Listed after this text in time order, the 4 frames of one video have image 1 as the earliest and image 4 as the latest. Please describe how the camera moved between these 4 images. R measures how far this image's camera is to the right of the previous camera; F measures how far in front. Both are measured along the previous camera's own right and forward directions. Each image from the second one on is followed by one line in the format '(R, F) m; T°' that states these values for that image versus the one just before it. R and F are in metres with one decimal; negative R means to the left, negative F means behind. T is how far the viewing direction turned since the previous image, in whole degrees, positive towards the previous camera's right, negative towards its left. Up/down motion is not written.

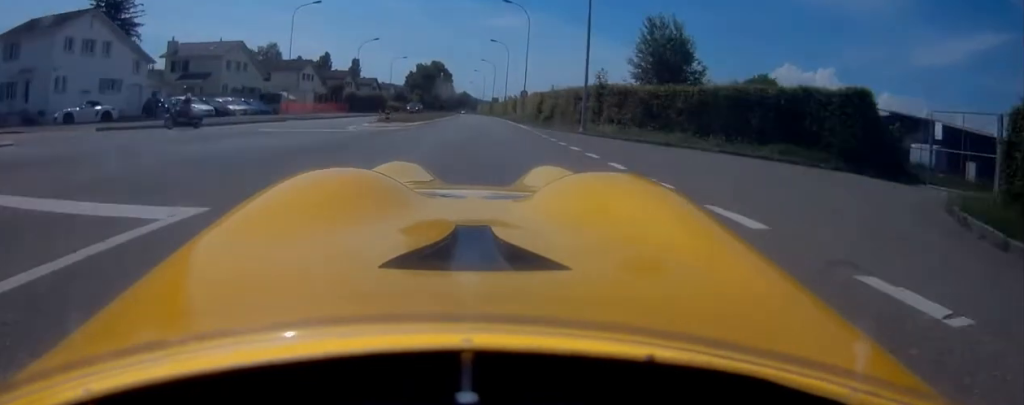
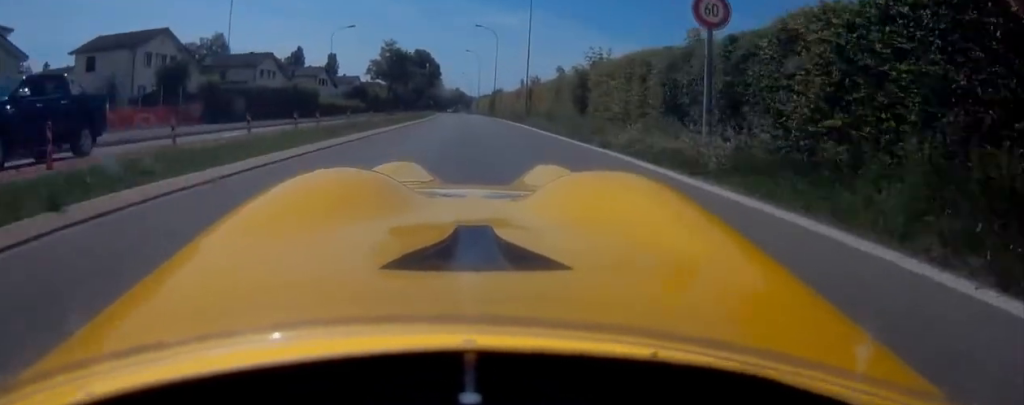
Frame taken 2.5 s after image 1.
(-0.2, +41.0) m; -2°
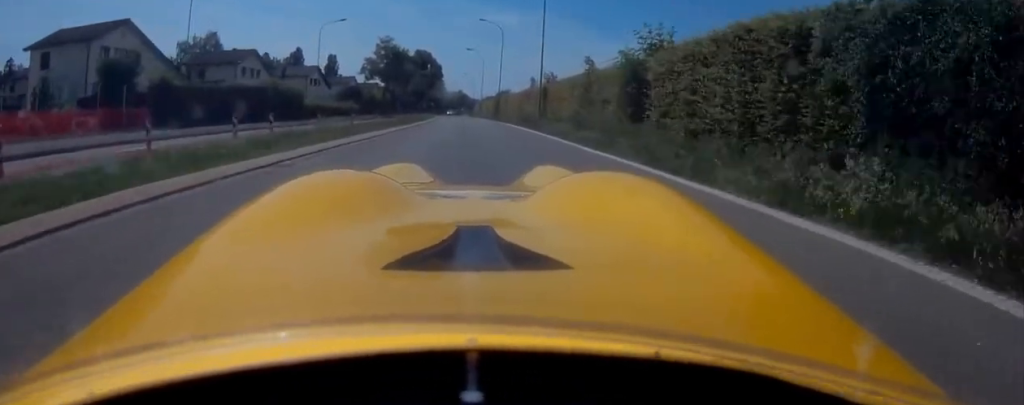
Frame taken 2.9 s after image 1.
(0.0, +6.6) m; 0°
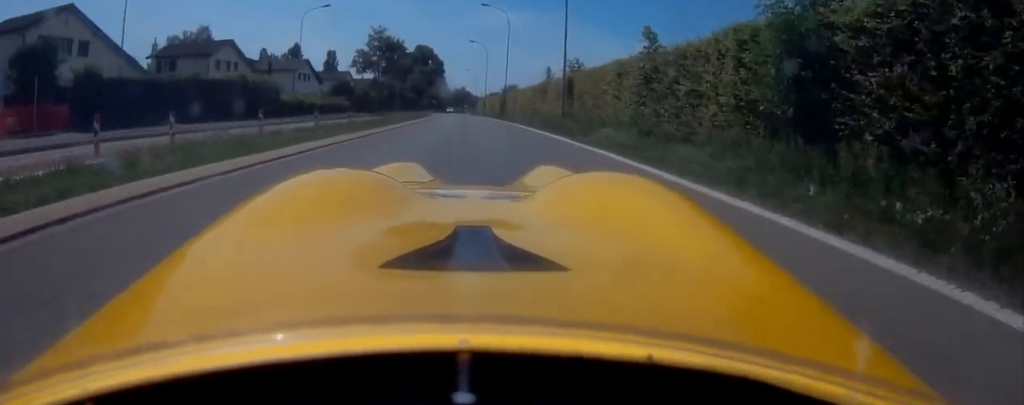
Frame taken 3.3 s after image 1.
(0.0, +7.1) m; 0°
